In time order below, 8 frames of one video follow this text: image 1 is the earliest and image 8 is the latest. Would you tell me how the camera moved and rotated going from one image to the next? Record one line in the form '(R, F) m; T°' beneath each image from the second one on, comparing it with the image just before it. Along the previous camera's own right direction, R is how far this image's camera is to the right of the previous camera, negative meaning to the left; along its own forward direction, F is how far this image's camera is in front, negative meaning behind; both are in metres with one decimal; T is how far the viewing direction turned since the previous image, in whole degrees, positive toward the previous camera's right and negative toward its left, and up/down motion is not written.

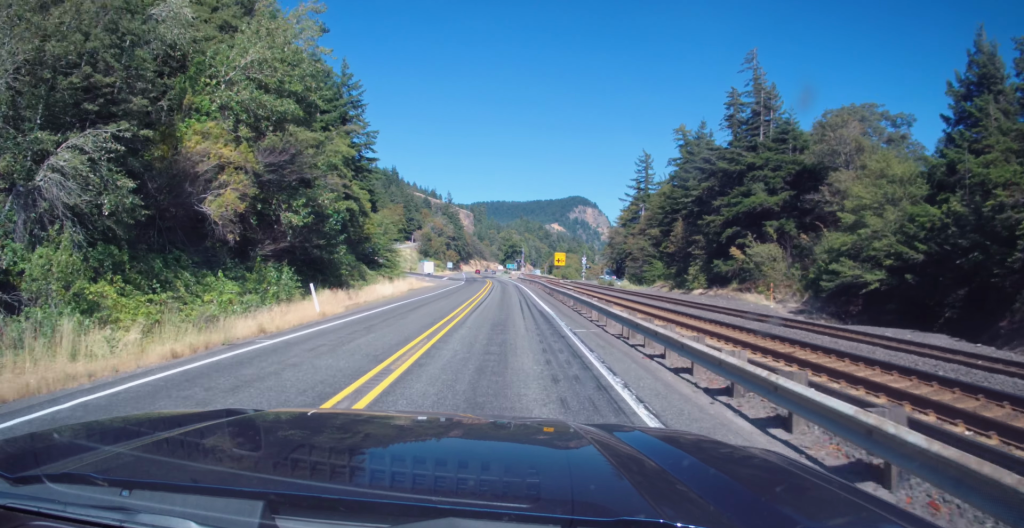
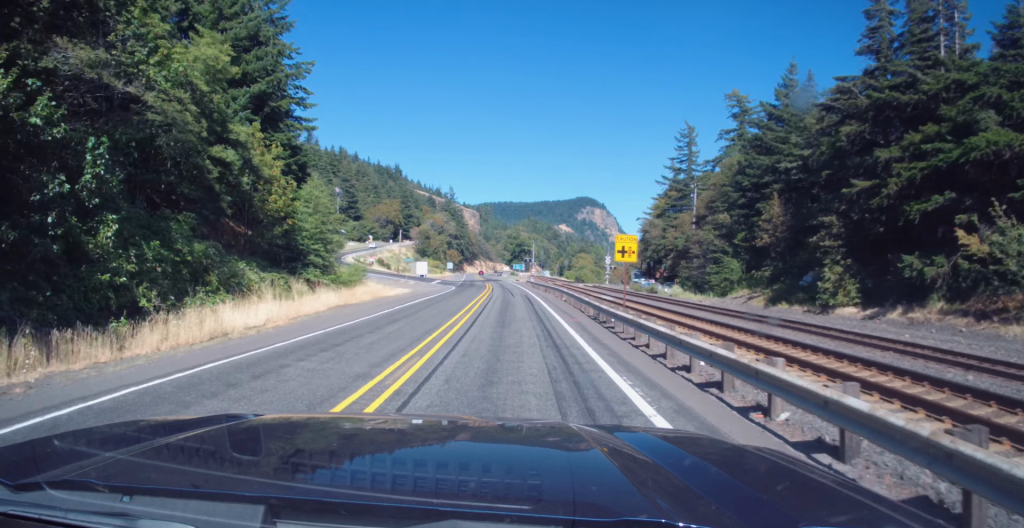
(0.0, +25.4) m; 0°
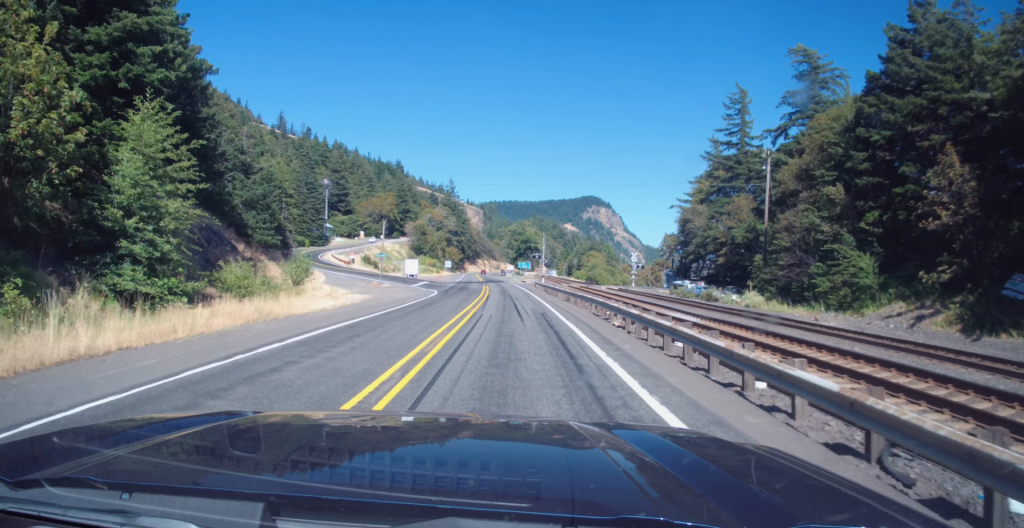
(0.0, +20.7) m; -1°
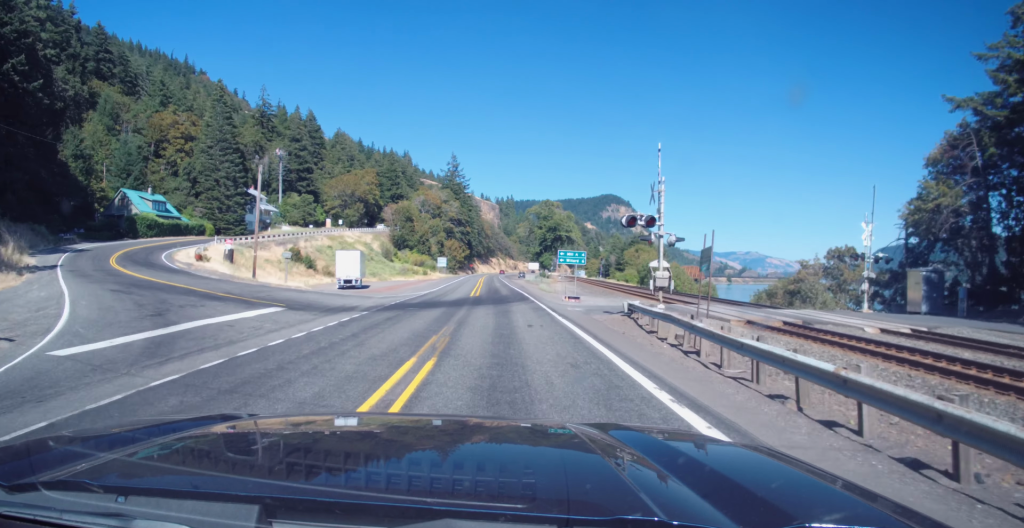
(-1.4, +60.1) m; -3°
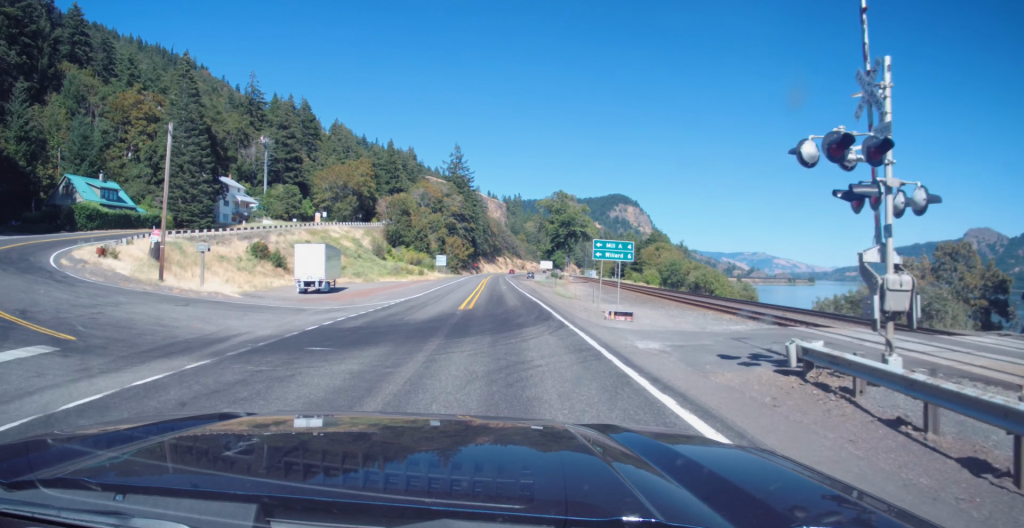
(-0.3, +14.7) m; -1°
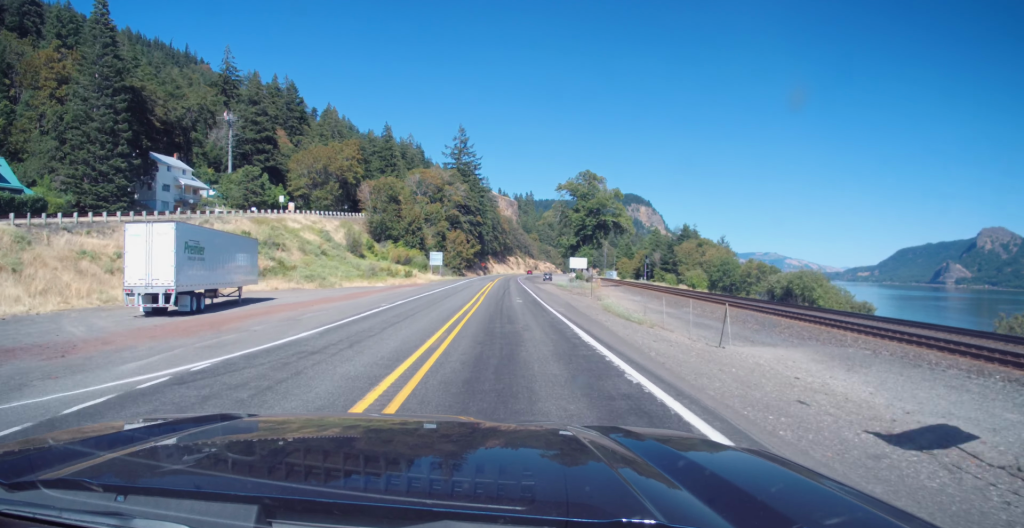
(-0.2, +25.6) m; 0°
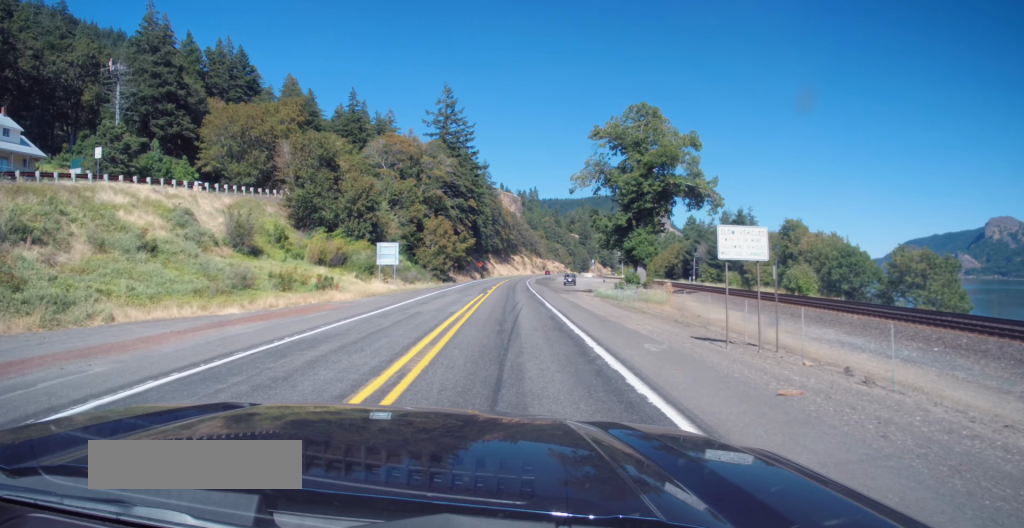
(0.0, +40.3) m; 0°
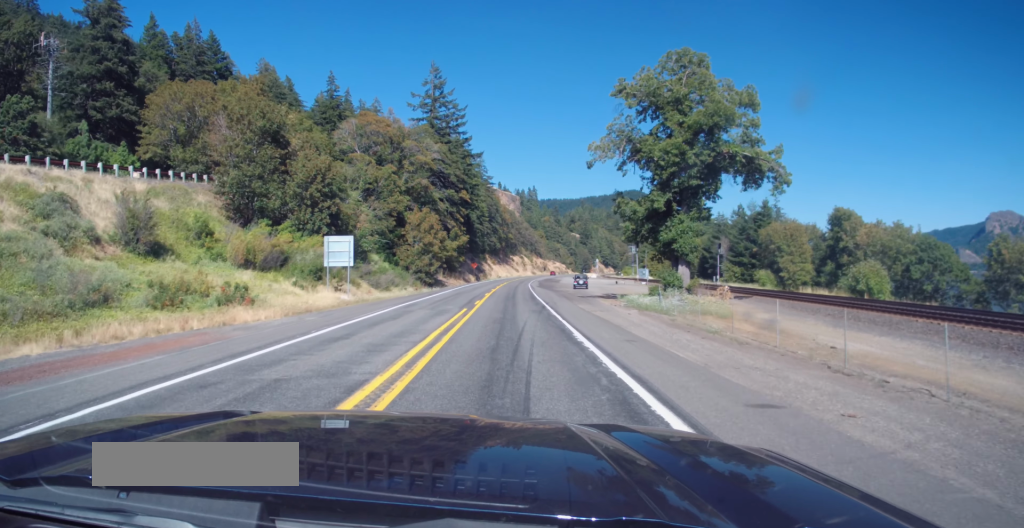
(-0.1, +15.2) m; 0°
